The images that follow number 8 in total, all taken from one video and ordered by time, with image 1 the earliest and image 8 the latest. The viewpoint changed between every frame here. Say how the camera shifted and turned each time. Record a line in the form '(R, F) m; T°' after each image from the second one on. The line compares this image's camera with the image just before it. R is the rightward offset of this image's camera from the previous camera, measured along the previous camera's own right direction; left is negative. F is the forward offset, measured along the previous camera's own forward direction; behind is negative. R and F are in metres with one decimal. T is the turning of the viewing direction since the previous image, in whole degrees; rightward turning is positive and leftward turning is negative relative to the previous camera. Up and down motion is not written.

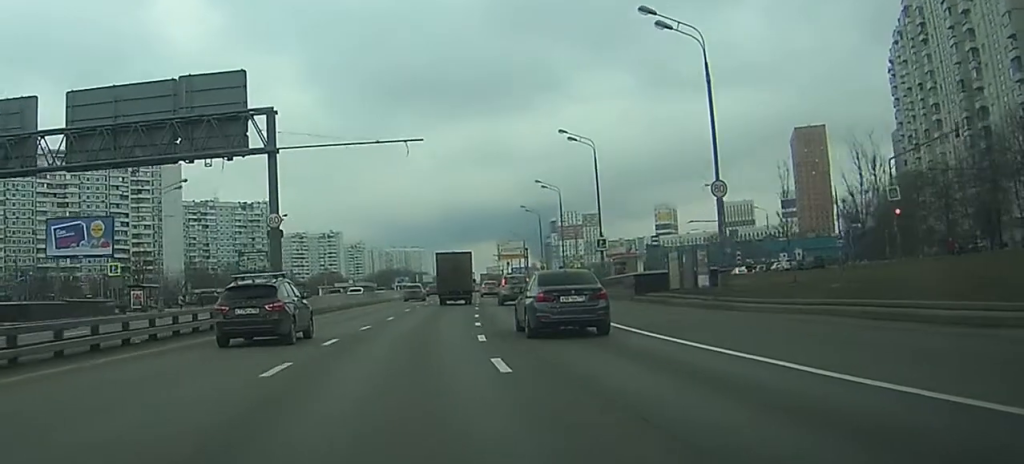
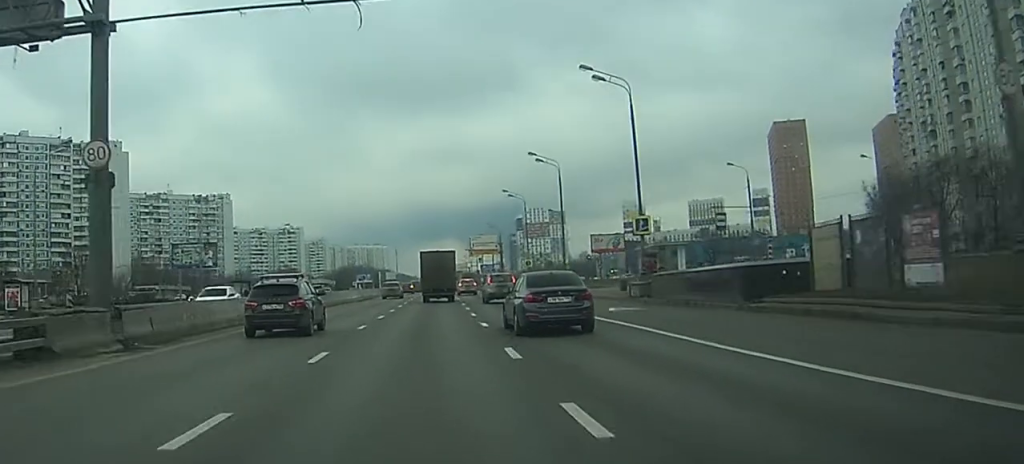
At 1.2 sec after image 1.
(+0.3, +19.8) m; +1°
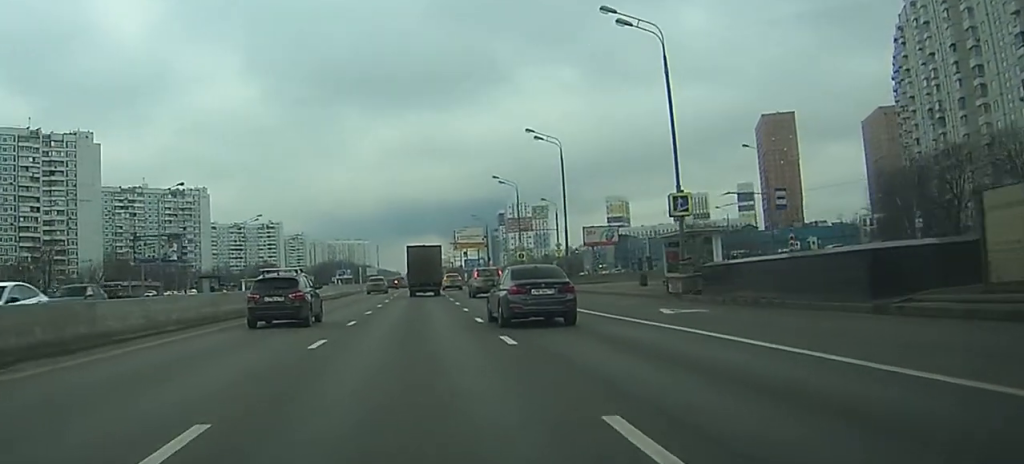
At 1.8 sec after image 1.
(+0.1, +9.3) m; +1°
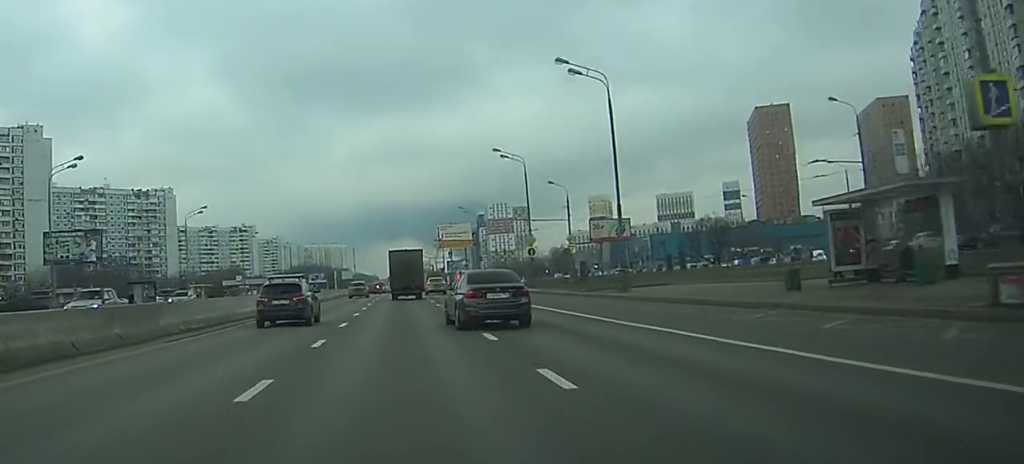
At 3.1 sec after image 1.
(+0.3, +22.0) m; +2°
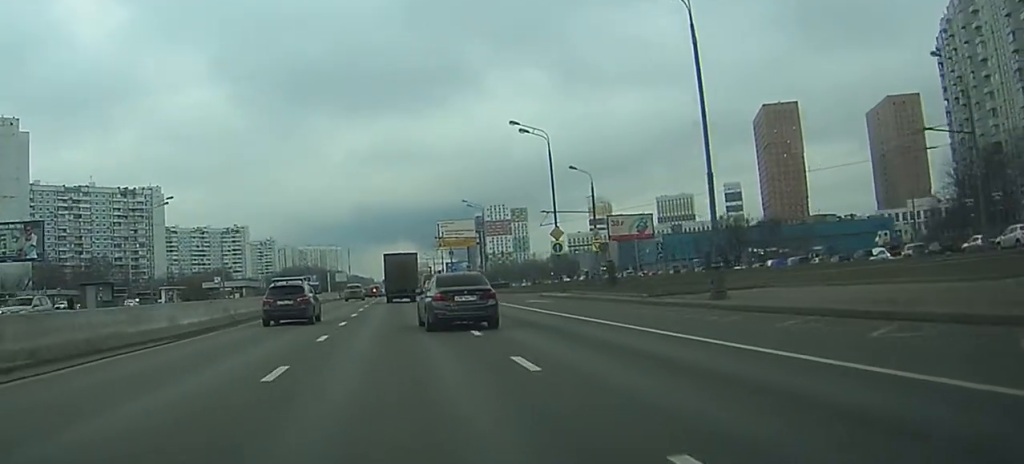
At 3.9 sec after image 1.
(+0.1, +13.7) m; 0°
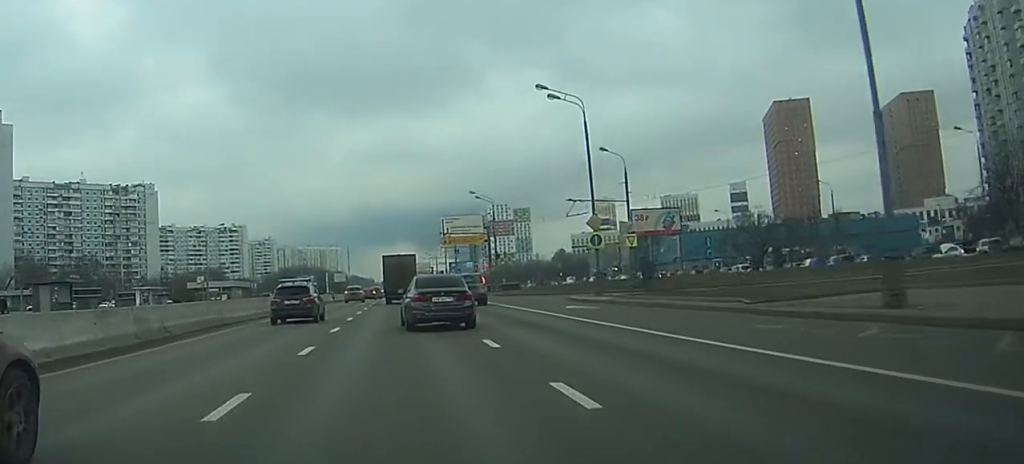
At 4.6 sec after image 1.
(+0.1, +11.5) m; 0°
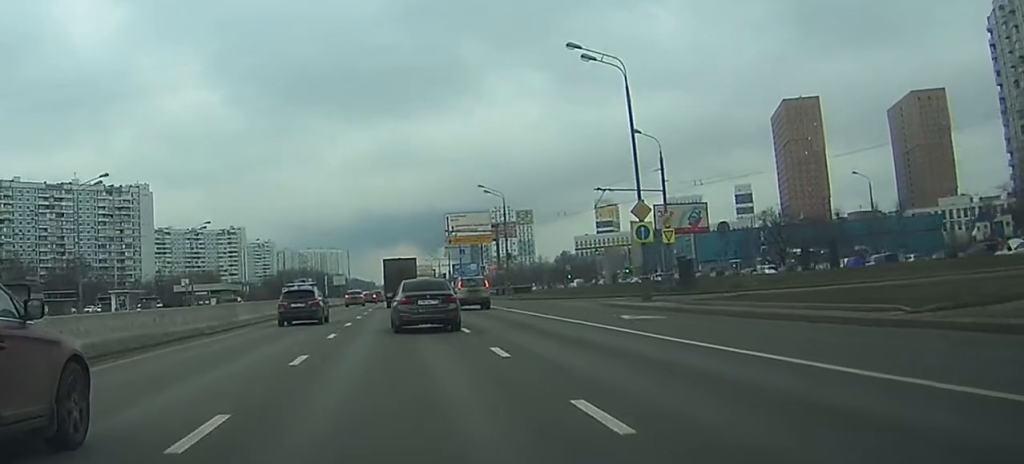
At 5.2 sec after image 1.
(-0.1, +9.3) m; 0°
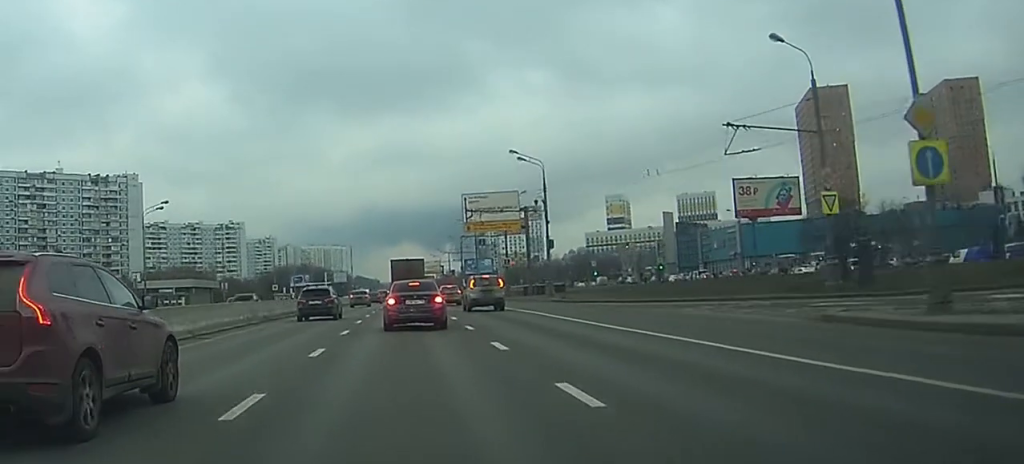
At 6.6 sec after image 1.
(+0.1, +22.4) m; 0°
